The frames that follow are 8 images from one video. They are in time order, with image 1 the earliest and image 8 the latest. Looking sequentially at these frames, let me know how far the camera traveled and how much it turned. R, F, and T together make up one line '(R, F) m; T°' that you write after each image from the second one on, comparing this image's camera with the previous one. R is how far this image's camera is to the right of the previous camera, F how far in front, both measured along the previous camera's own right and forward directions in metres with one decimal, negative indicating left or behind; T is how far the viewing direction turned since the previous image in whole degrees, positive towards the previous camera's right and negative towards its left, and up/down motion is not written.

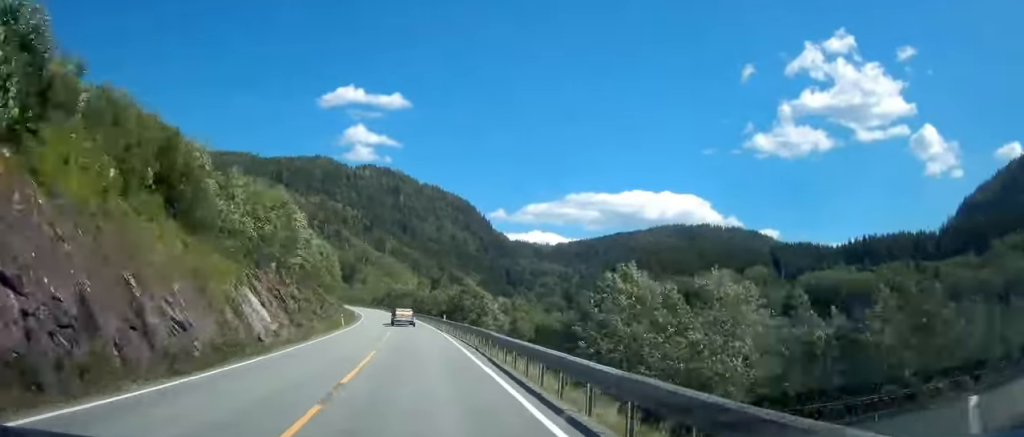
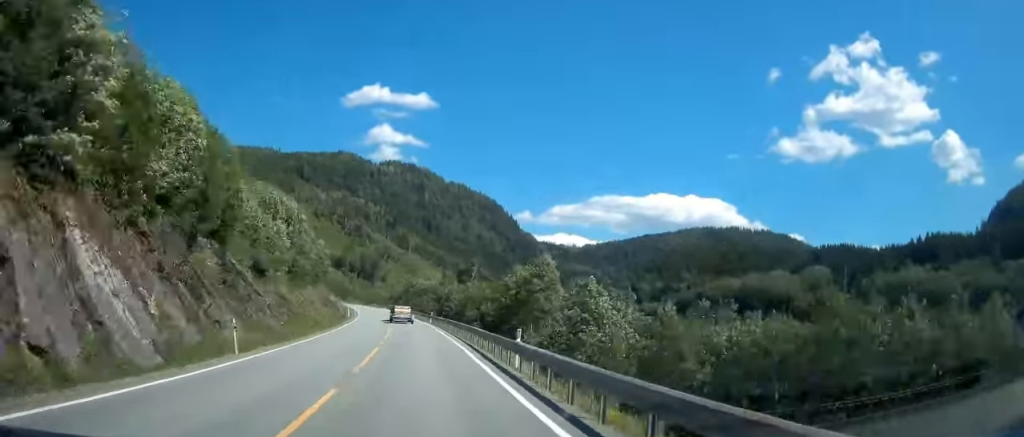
(-0.2, +37.2) m; -2°
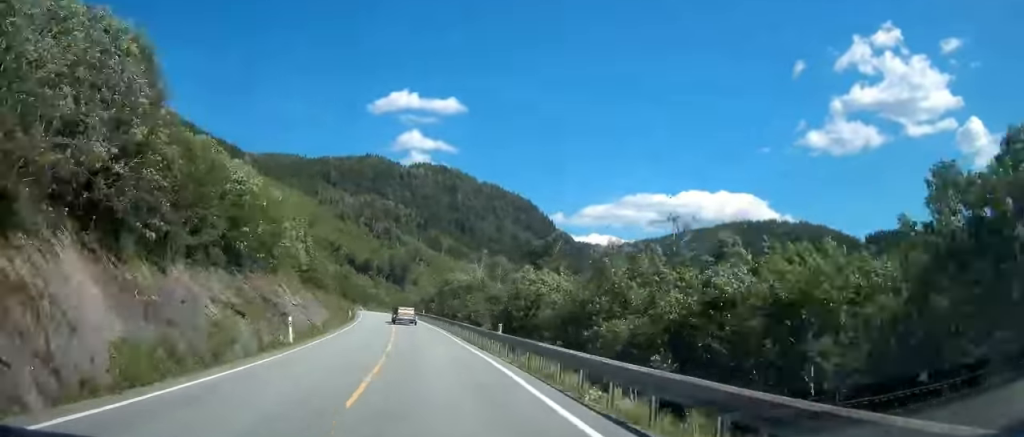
(-1.0, +41.0) m; -2°
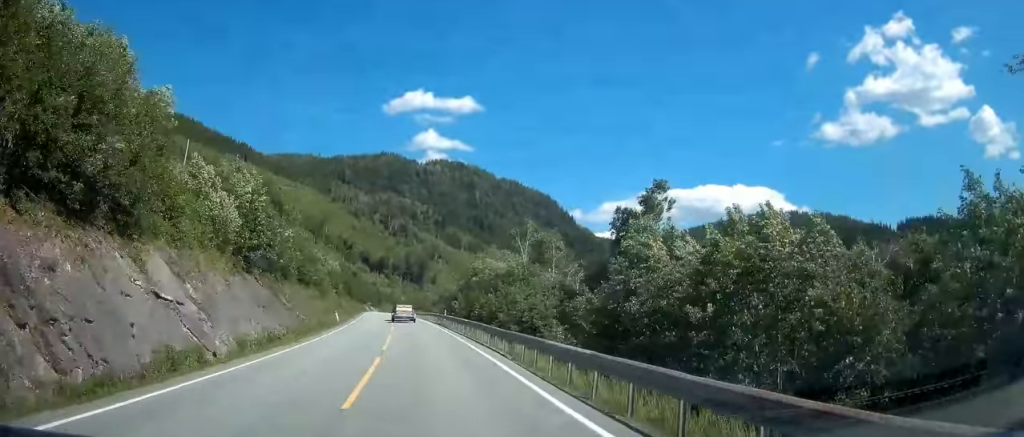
(-0.4, +24.0) m; -1°
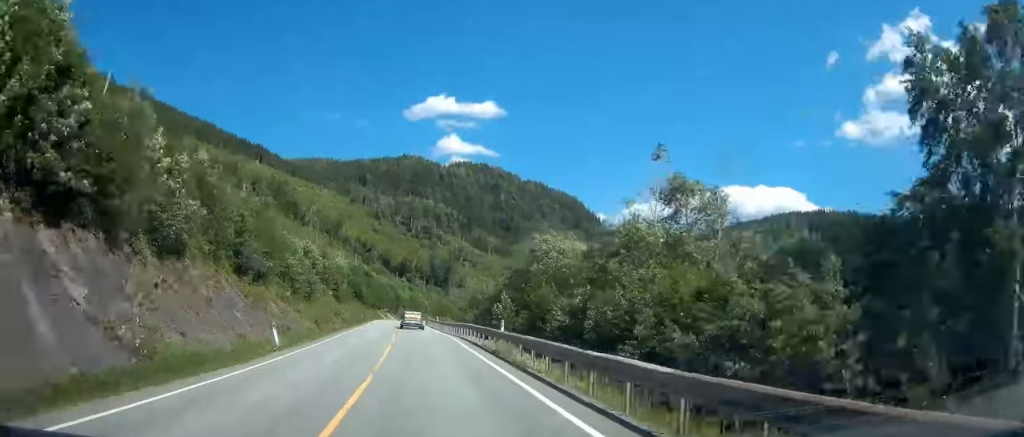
(-0.3, +26.9) m; -1°
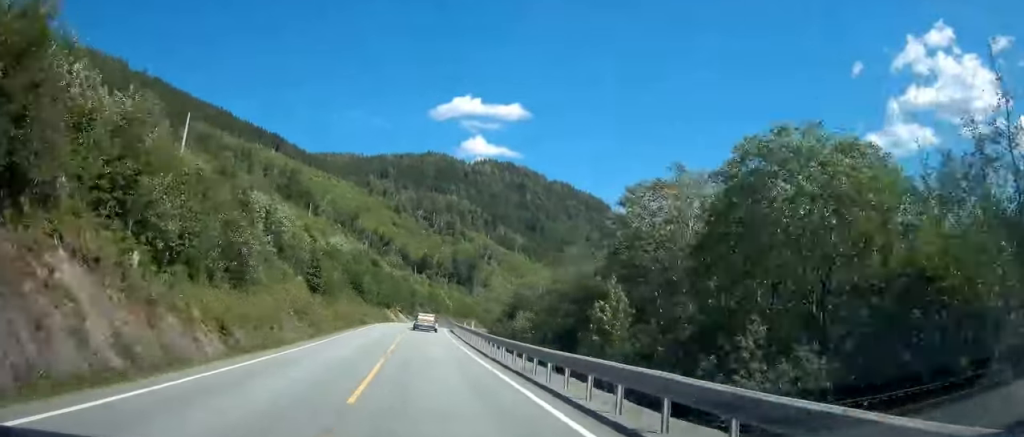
(-0.3, +31.1) m; -2°
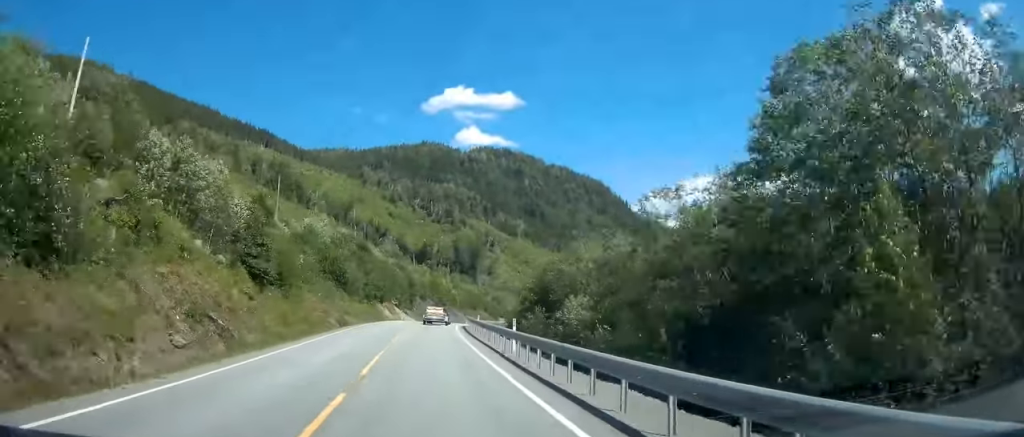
(-0.5, +19.5) m; -1°
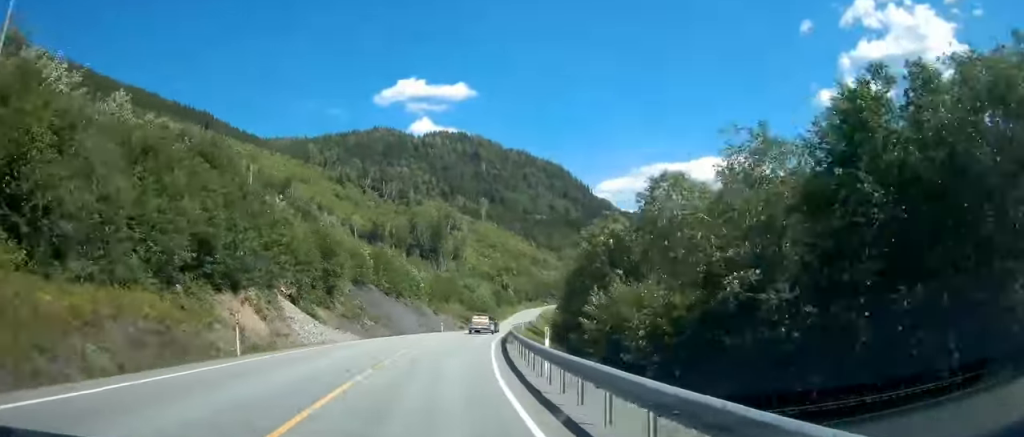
(-0.2, +53.8) m; +2°
